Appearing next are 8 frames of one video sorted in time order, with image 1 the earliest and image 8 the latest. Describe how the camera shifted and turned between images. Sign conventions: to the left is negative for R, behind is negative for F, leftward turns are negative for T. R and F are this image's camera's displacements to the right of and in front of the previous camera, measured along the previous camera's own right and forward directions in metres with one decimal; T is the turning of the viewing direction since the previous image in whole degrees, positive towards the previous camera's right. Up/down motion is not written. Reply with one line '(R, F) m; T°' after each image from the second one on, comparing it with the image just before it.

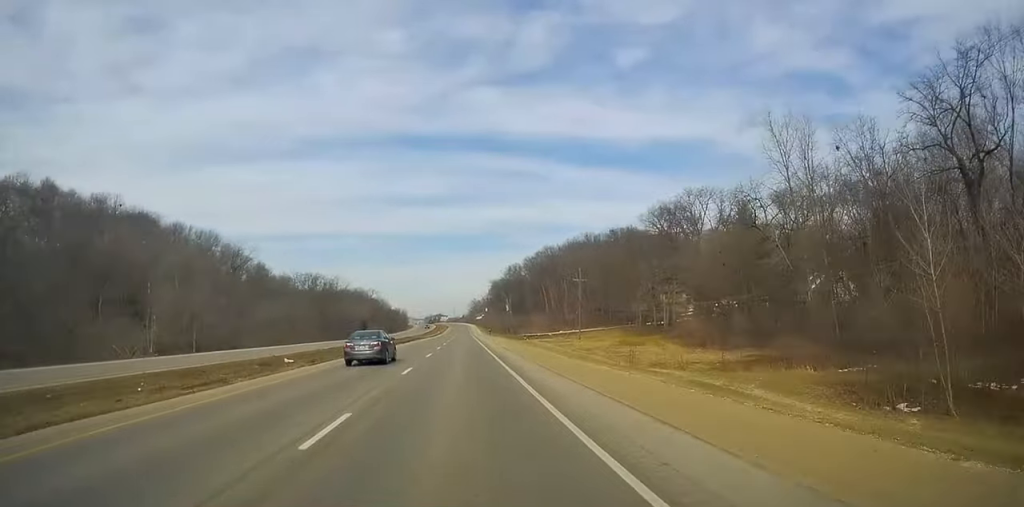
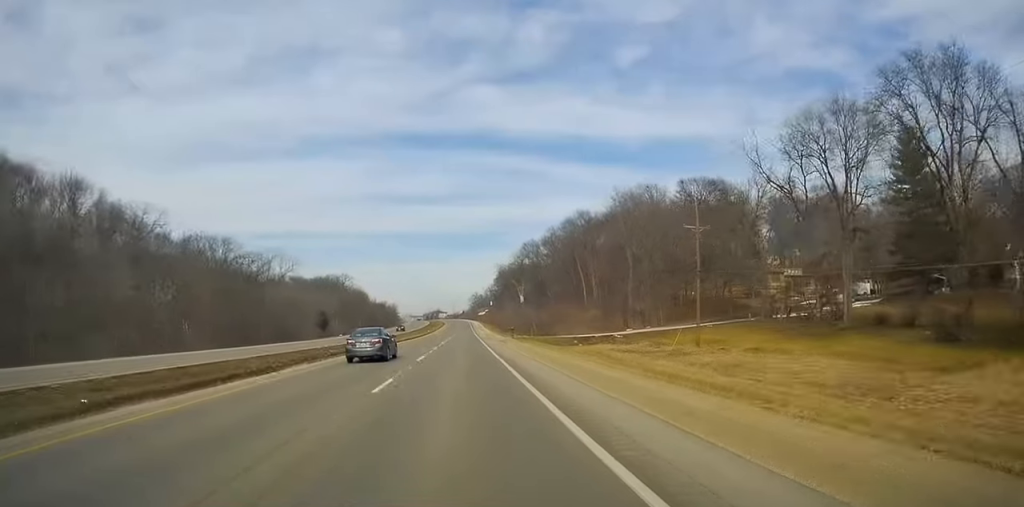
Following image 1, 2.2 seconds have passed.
(-0.1, +54.7) m; -2°
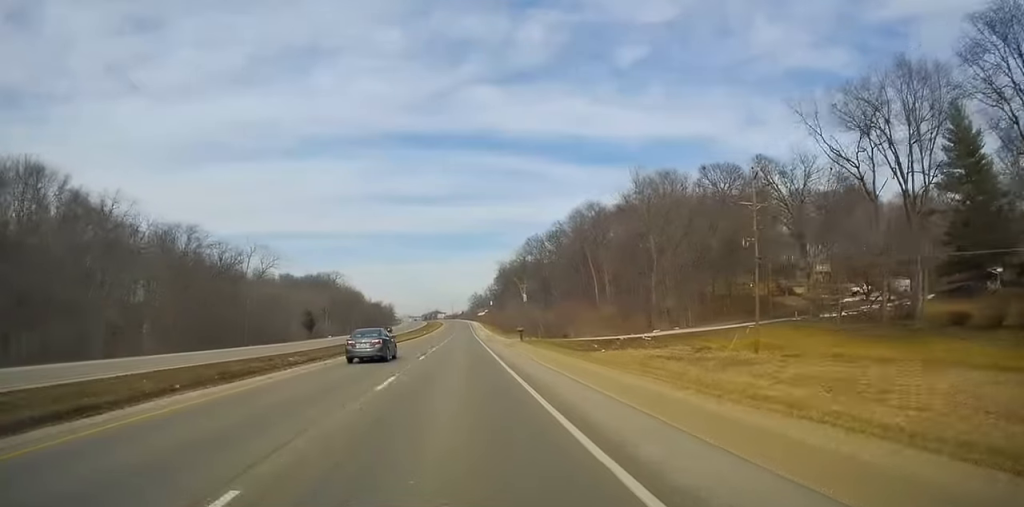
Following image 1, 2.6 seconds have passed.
(-0.3, +11.2) m; 0°
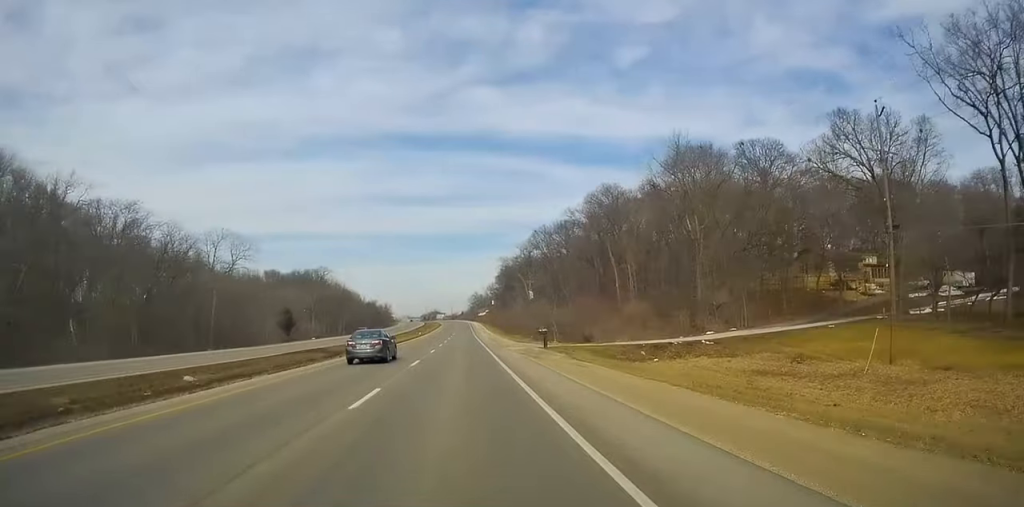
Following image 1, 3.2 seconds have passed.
(+0.1, +15.2) m; 0°
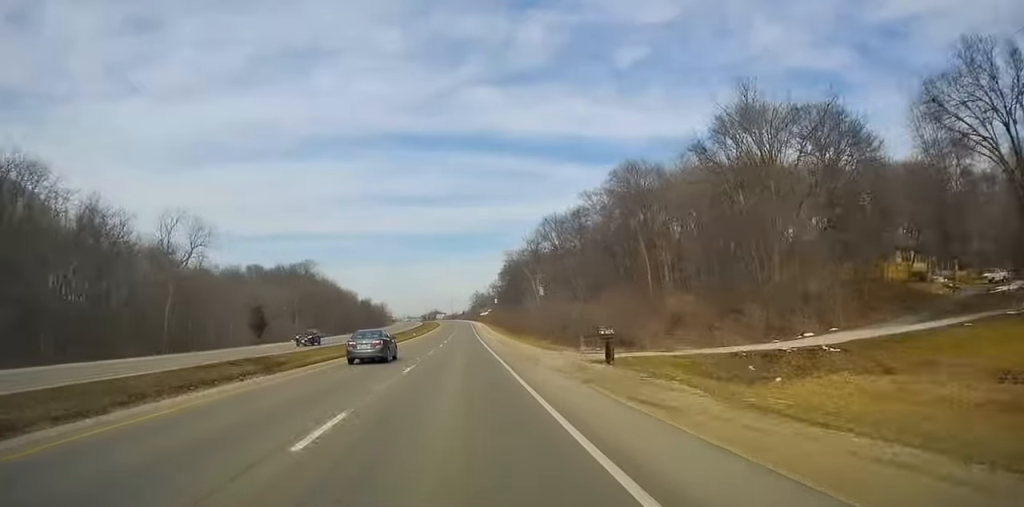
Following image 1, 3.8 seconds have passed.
(+0.2, +16.2) m; 0°
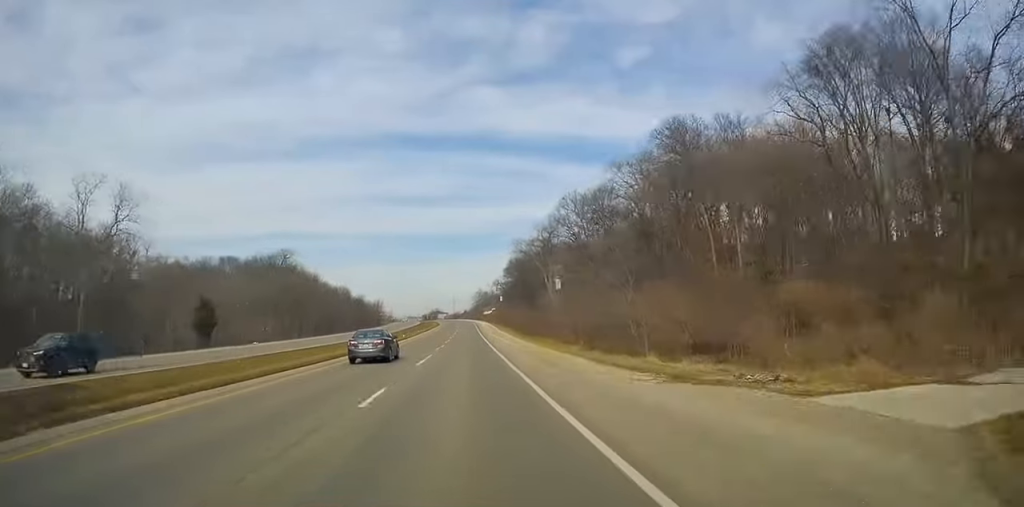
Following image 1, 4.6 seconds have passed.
(-0.4, +20.4) m; +1°
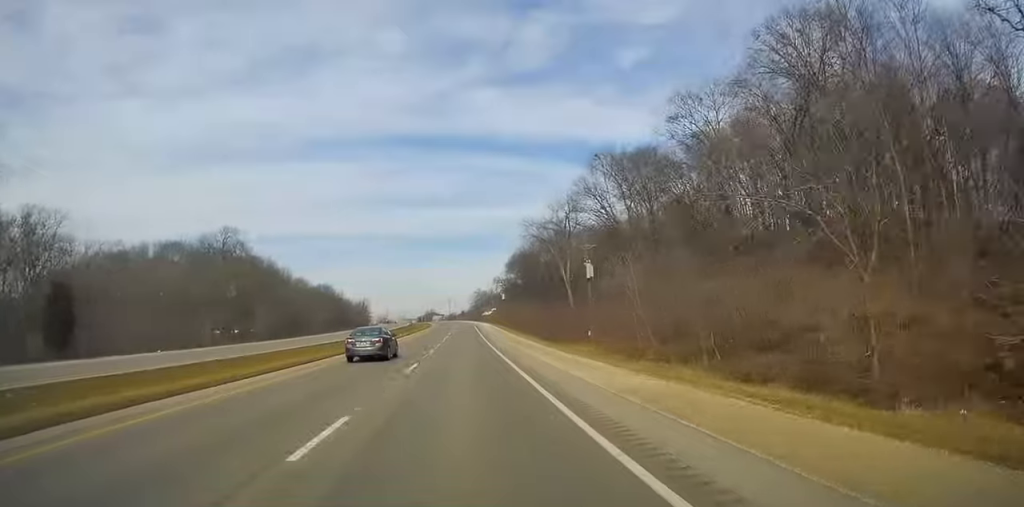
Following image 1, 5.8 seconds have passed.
(+0.8, +29.0) m; +2°
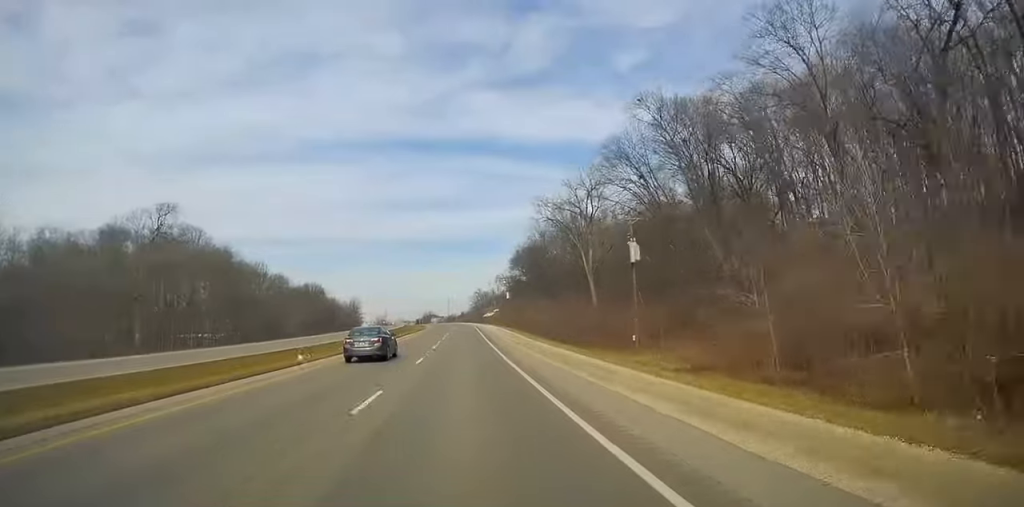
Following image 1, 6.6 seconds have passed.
(0.0, +21.0) m; -1°
